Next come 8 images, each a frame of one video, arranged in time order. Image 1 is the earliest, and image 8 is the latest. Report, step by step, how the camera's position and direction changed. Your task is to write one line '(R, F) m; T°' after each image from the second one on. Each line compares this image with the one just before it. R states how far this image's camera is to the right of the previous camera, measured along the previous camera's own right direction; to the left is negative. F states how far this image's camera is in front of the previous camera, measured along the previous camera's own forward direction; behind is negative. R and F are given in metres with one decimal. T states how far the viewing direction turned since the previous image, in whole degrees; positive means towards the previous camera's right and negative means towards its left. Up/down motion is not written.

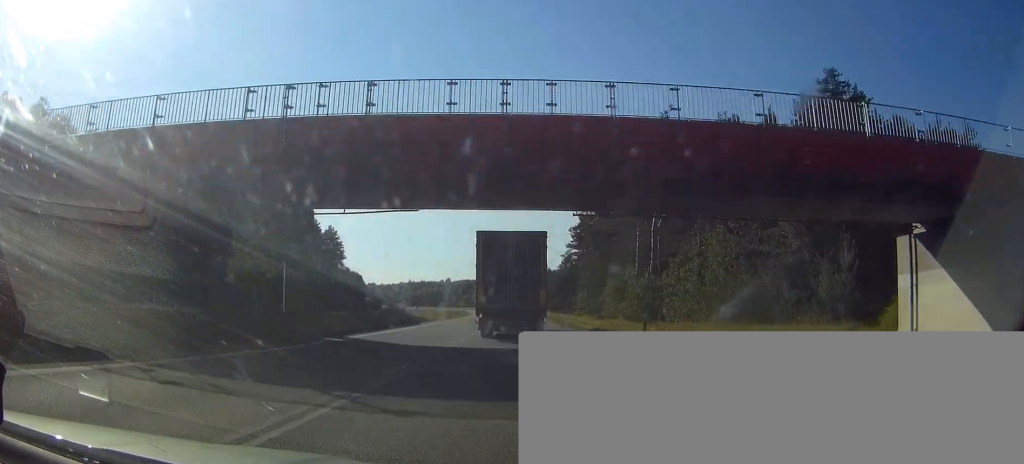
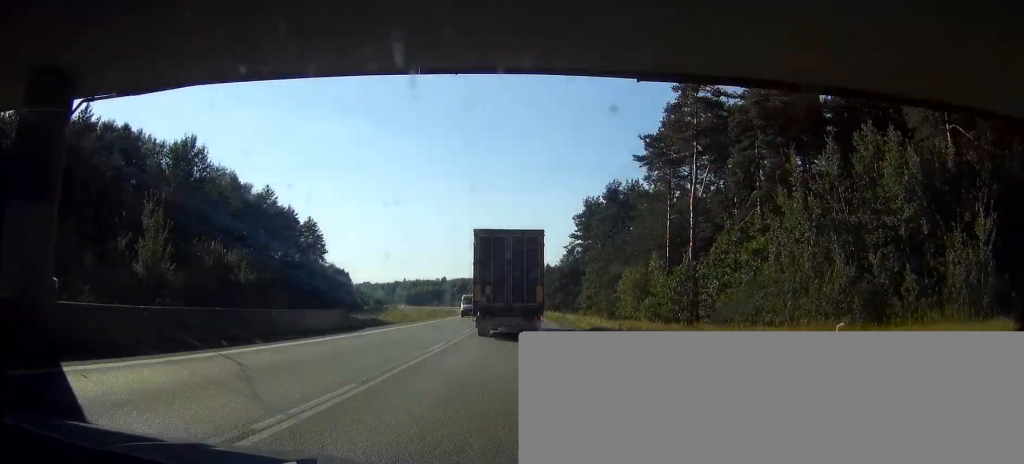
(0.0, +16.3) m; 0°
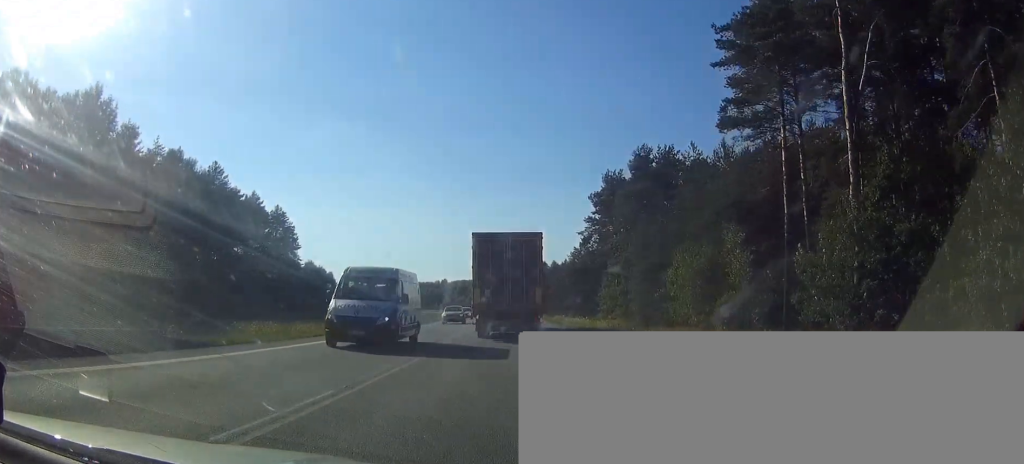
(-0.1, +24.8) m; -1°
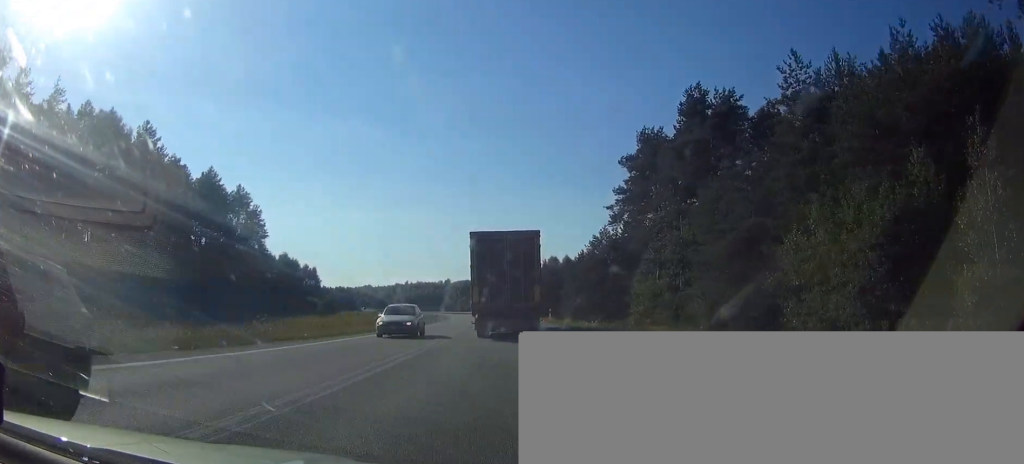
(-0.1, +24.0) m; 0°
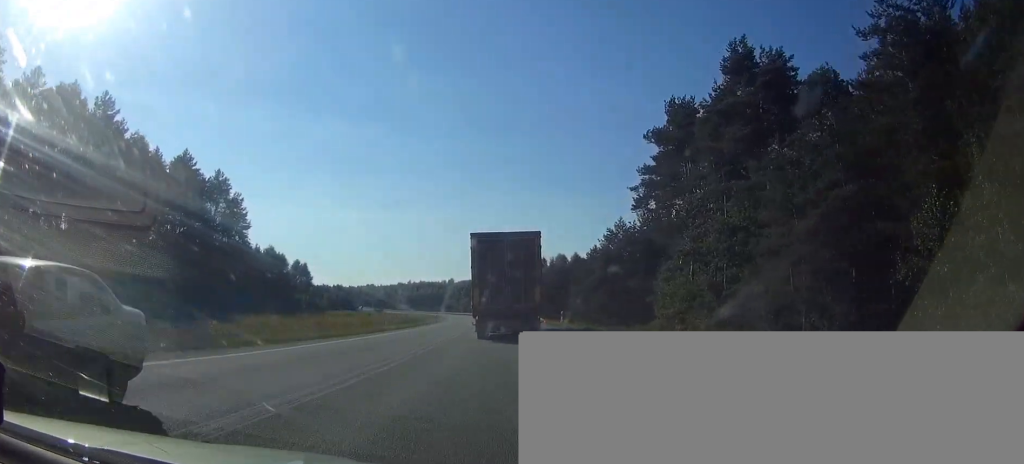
(0.0, +11.7) m; 0°
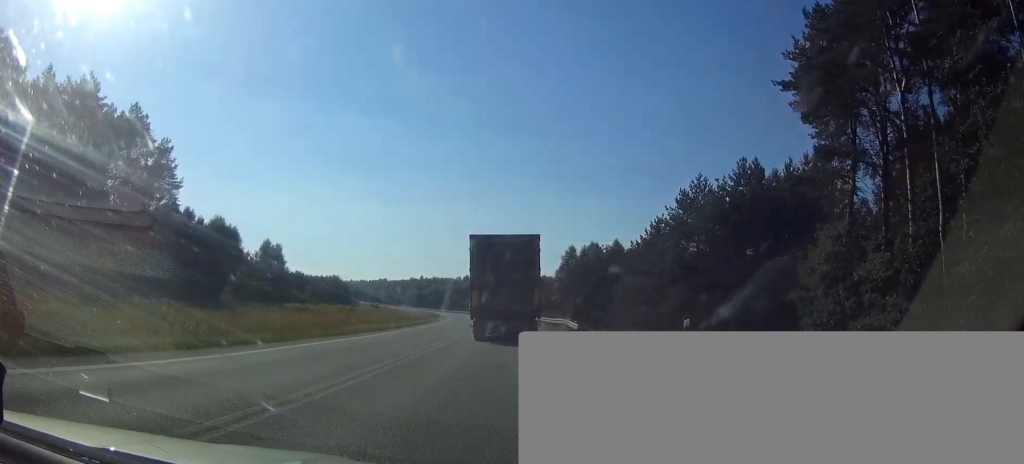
(-0.2, +33.5) m; -2°
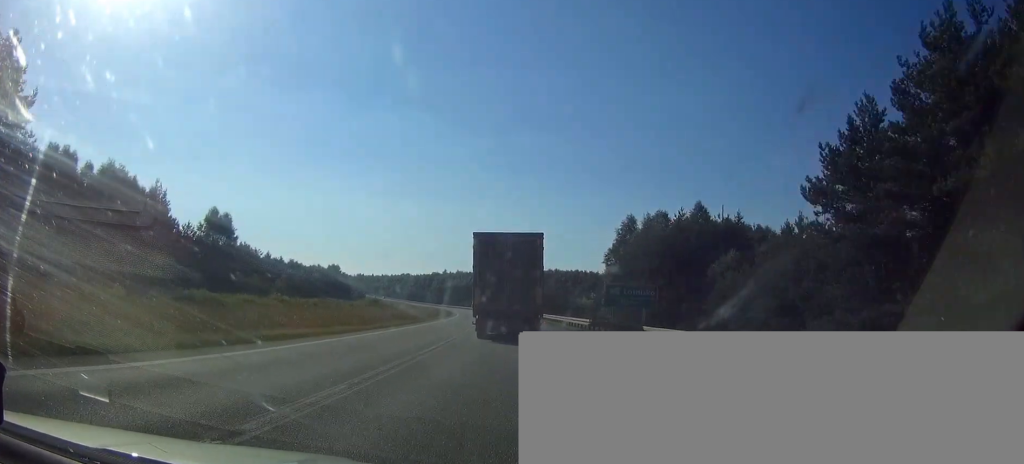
(-1.2, +38.4) m; -3°
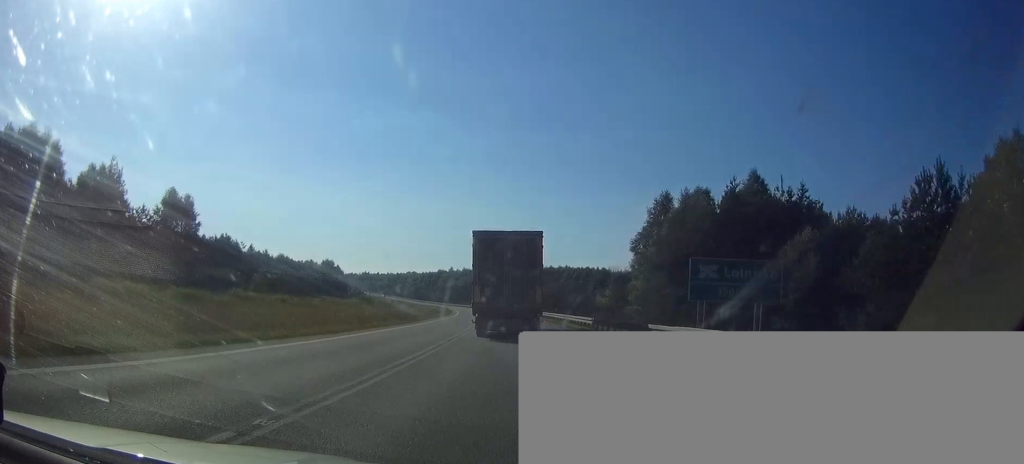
(-0.1, +16.6) m; -1°
